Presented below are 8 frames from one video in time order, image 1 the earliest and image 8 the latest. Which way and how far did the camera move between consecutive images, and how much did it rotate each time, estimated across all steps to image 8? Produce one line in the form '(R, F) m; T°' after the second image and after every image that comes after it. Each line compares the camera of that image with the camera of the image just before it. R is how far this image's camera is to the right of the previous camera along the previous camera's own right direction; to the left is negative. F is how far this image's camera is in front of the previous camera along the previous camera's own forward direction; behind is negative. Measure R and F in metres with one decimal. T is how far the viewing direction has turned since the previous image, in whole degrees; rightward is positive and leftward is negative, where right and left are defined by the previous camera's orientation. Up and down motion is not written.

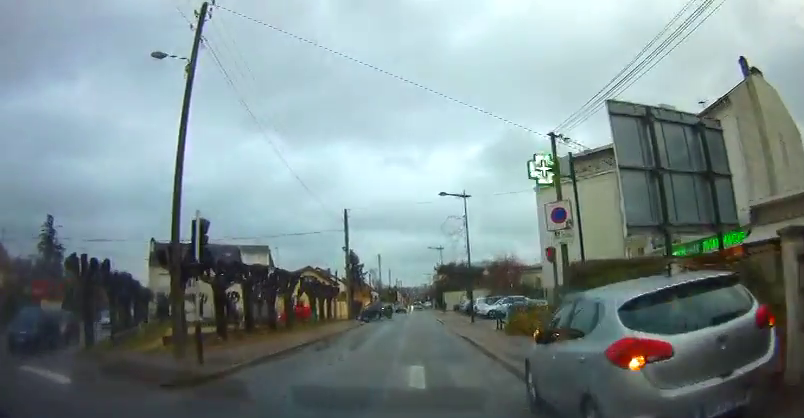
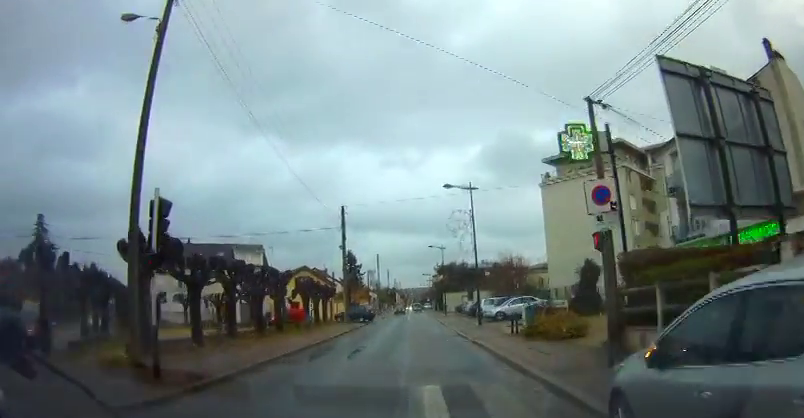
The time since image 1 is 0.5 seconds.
(-0.4, +2.4) m; +1°
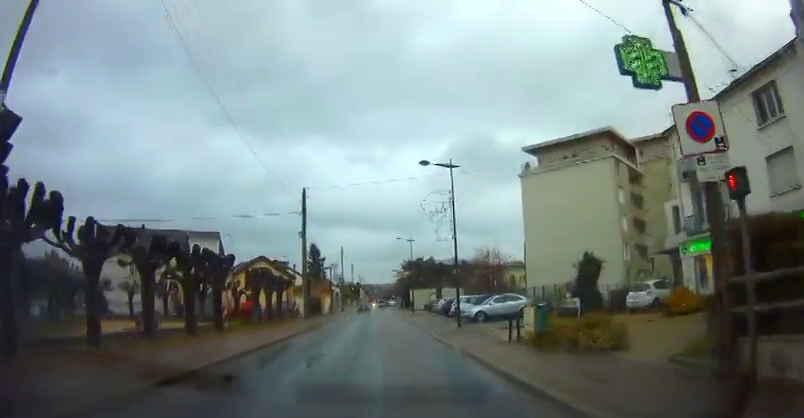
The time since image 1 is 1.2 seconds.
(+0.5, +4.3) m; +7°
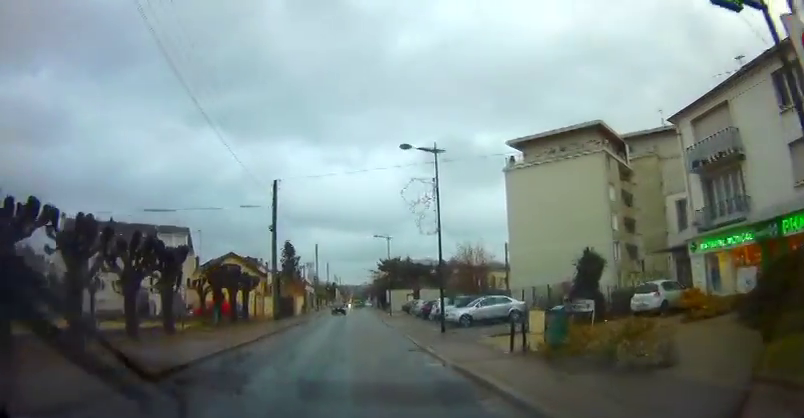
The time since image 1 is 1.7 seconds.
(+0.1, +2.6) m; +4°
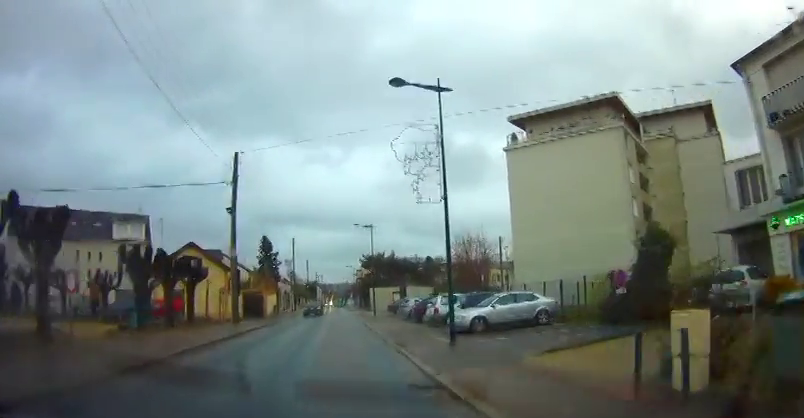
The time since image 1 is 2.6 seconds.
(+0.2, +6.3) m; 0°
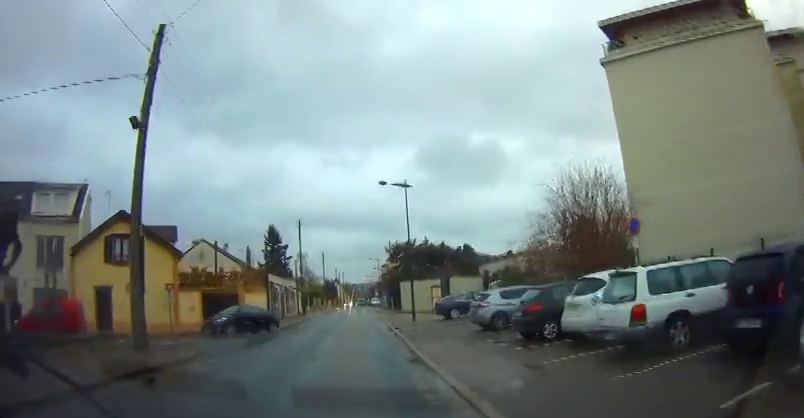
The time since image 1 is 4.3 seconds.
(-0.3, +15.3) m; -2°
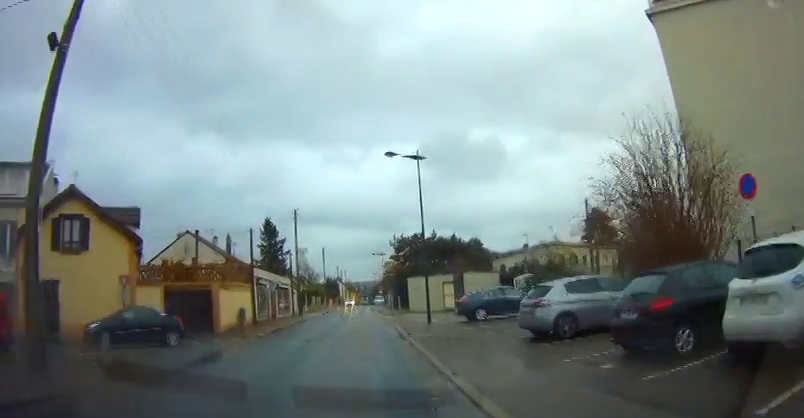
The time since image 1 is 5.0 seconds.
(0.0, +5.7) m; 0°
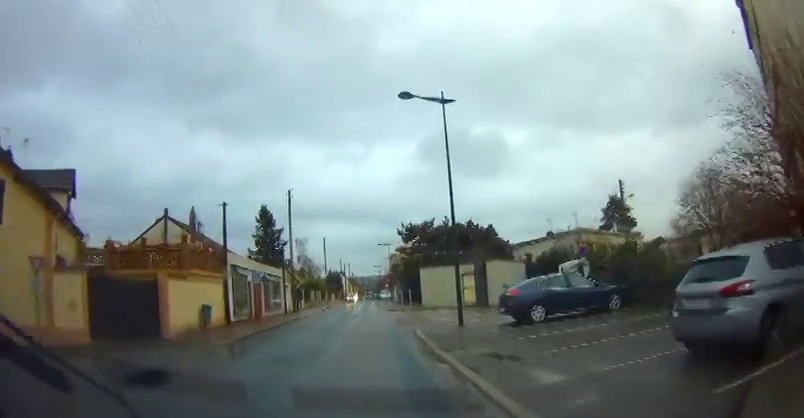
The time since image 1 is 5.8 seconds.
(-0.1, +7.0) m; 0°
